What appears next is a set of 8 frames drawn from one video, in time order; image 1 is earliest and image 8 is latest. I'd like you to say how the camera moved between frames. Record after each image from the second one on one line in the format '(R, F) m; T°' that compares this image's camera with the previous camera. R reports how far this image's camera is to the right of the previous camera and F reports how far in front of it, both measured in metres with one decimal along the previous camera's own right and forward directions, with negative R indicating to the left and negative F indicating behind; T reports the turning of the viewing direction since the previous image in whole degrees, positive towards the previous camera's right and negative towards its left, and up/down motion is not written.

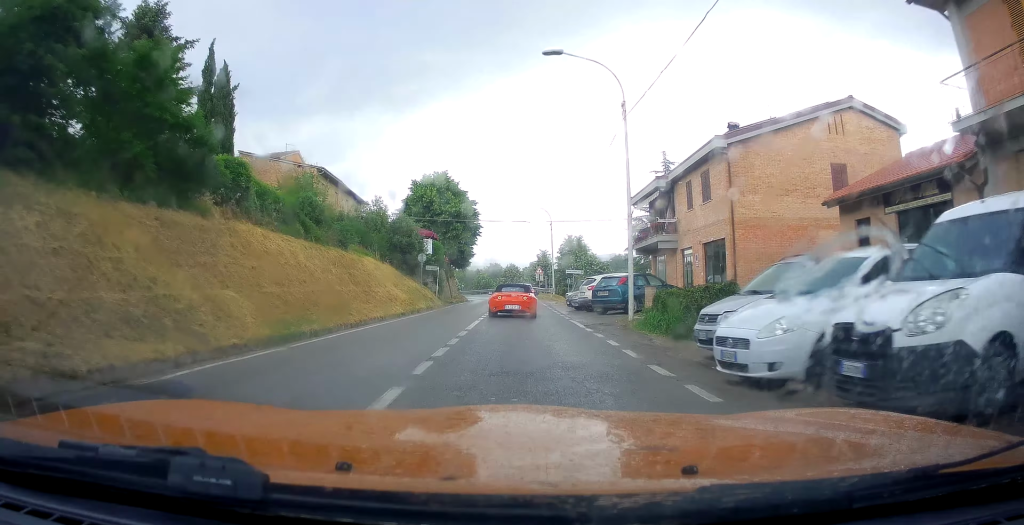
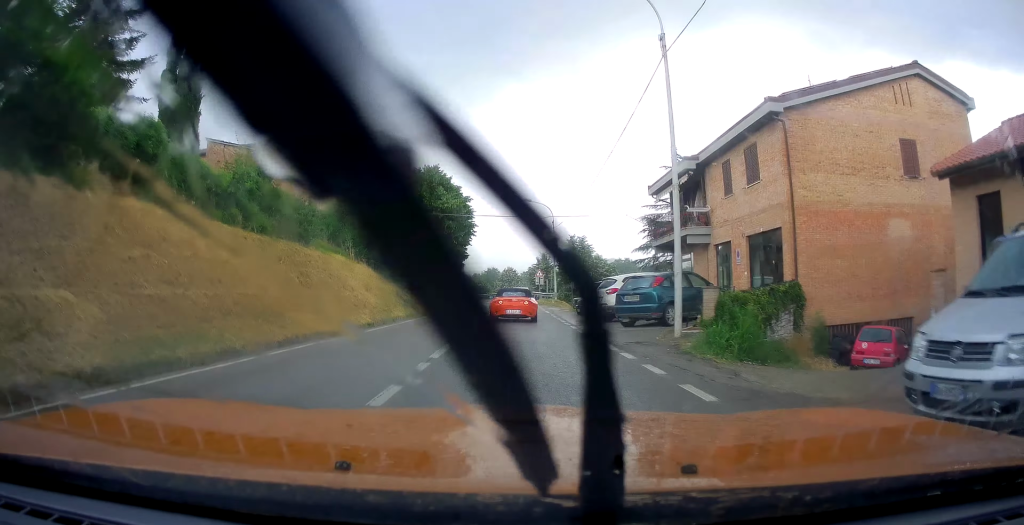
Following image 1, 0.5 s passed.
(0.0, +5.9) m; 0°
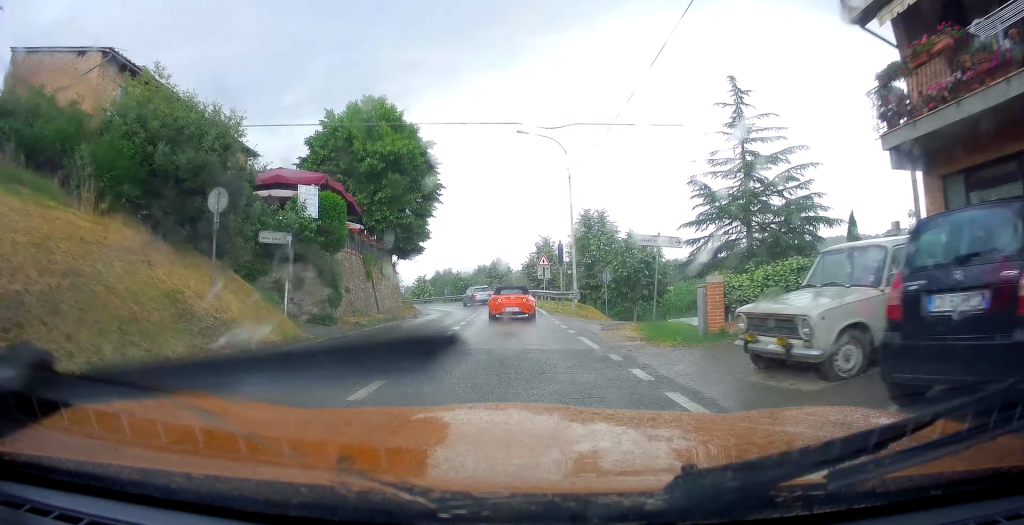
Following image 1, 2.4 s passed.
(-0.5, +21.7) m; -4°
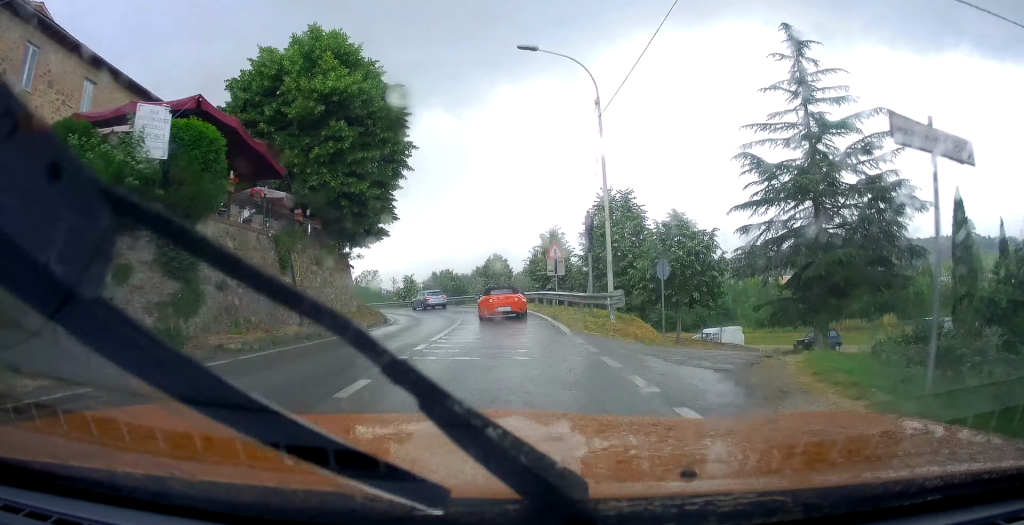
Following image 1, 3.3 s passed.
(-0.1, +10.1) m; 0°
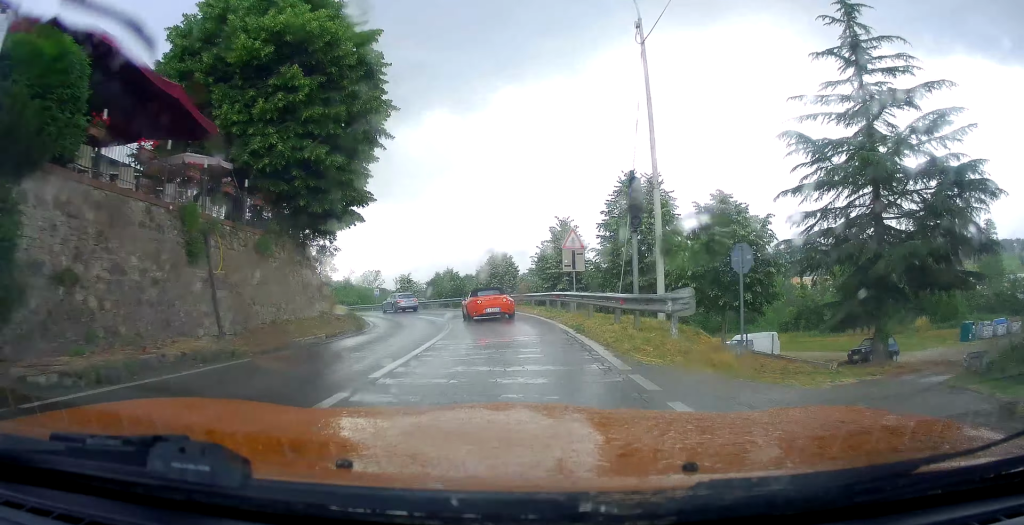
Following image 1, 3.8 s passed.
(0.0, +5.6) m; -1°
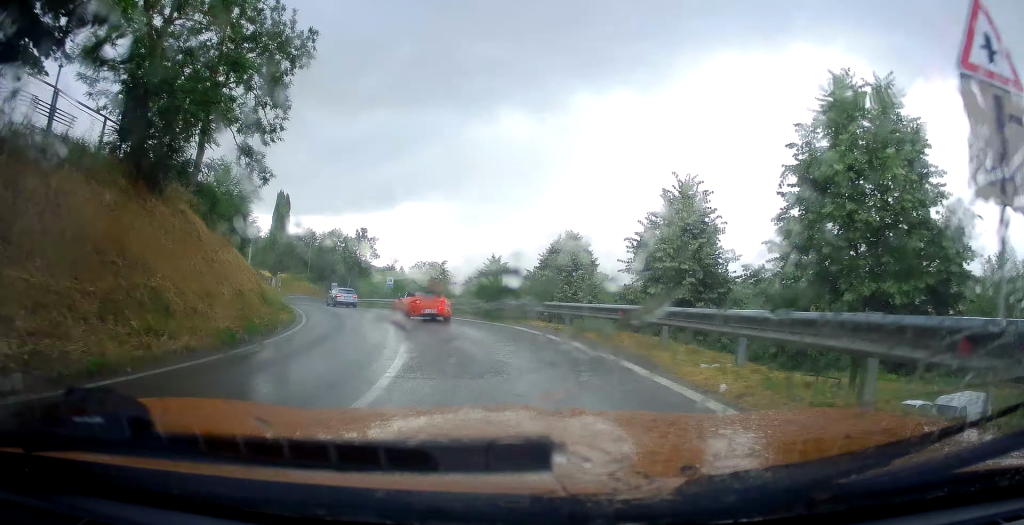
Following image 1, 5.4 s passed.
(-0.5, +17.1) m; -8°
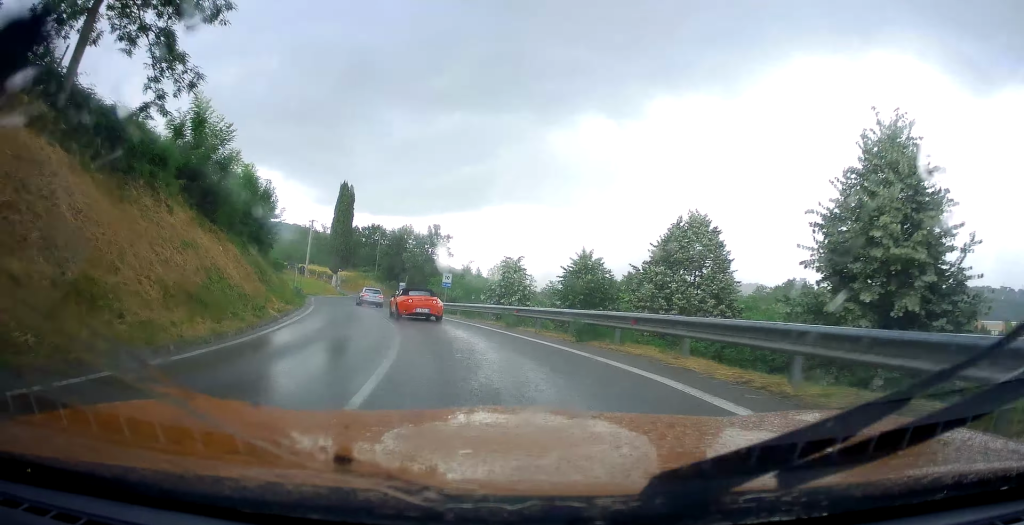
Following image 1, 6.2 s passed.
(-0.7, +9.8) m; -9°
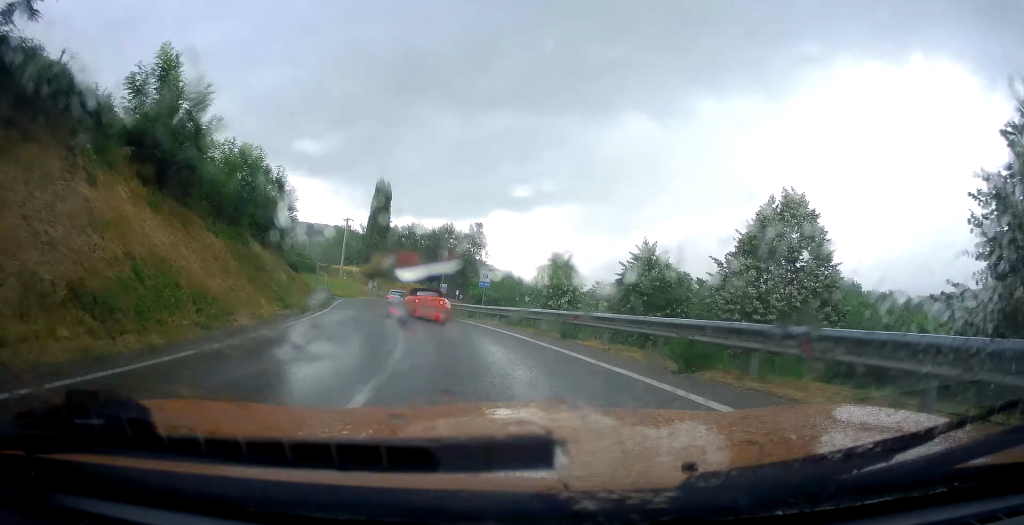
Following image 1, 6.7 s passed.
(-0.3, +4.7) m; -3°
